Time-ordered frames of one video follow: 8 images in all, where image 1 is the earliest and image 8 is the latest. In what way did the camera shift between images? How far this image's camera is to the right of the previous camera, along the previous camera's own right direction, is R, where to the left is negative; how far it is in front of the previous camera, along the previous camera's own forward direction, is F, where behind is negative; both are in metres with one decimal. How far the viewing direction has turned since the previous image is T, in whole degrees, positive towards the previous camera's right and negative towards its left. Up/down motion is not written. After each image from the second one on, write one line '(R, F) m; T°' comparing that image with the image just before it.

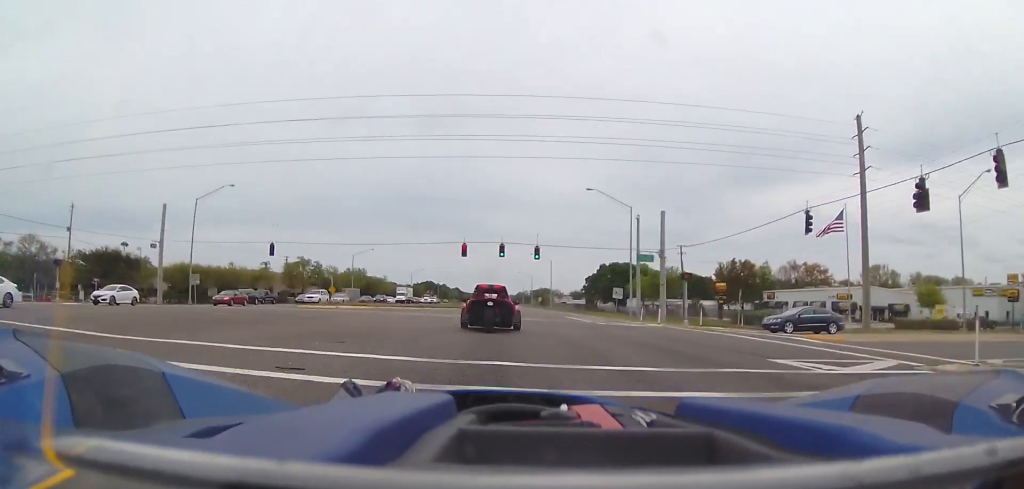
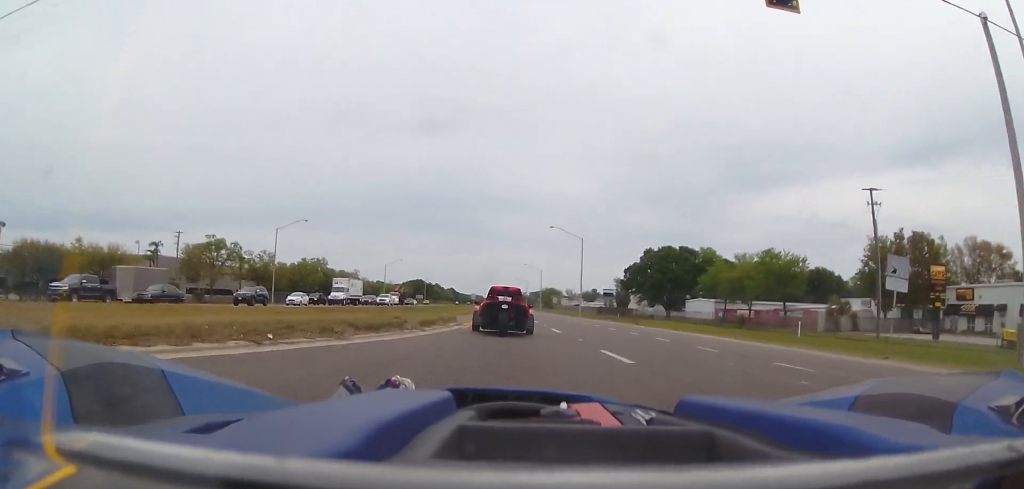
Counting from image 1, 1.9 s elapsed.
(0.0, +52.1) m; 0°
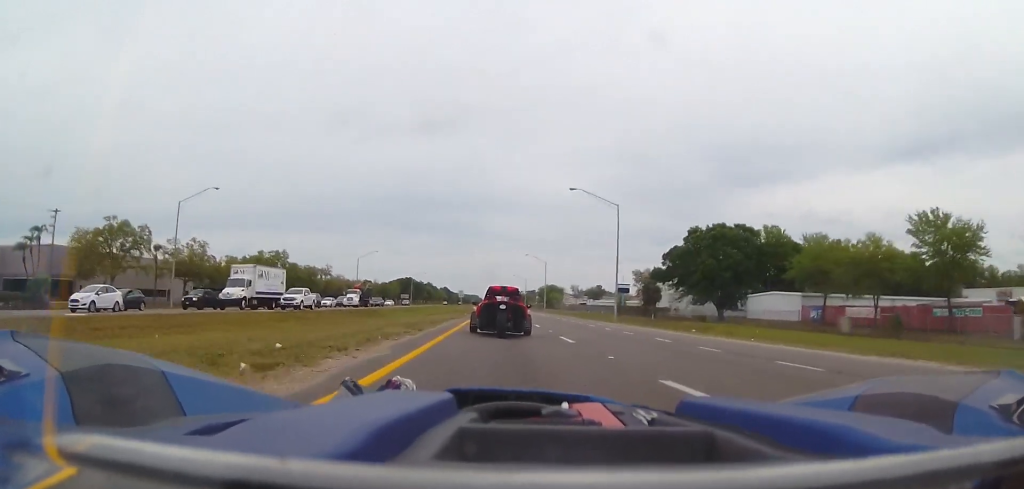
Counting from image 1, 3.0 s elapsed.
(0.0, +30.5) m; 0°
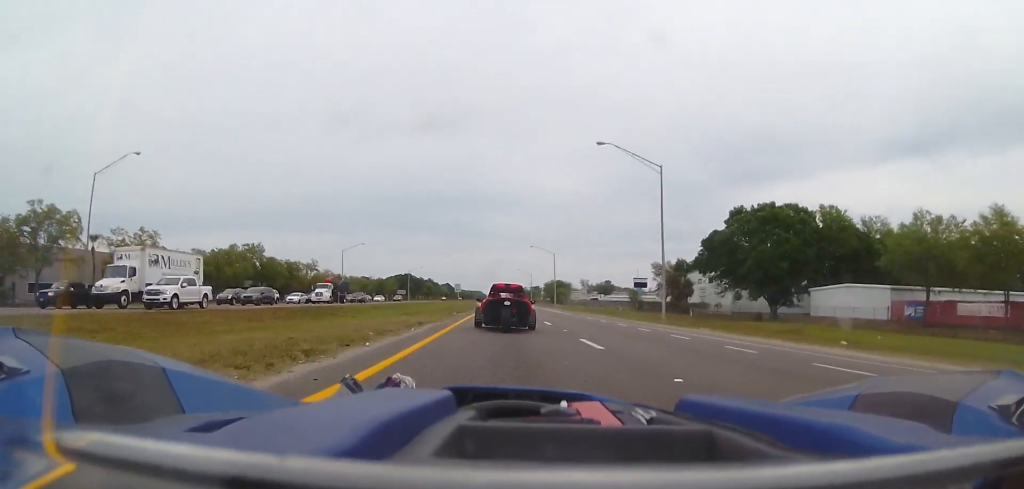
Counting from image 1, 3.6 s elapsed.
(0.0, +16.6) m; 0°
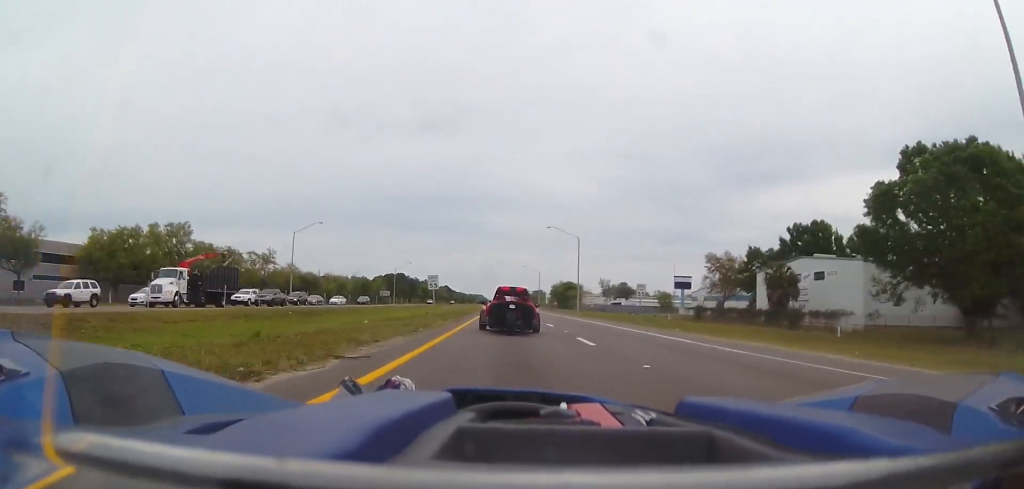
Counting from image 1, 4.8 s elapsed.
(0.0, +34.5) m; 0°
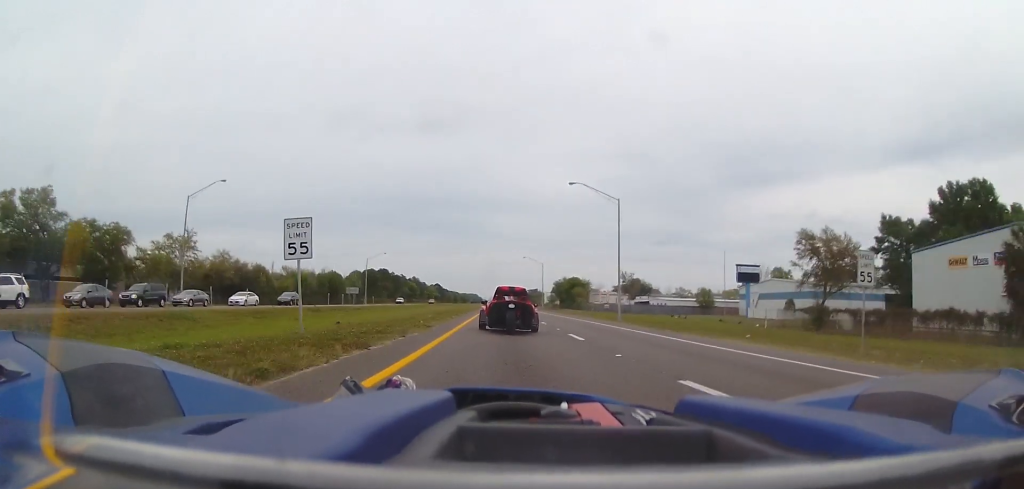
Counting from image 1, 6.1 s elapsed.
(0.0, +35.0) m; 0°
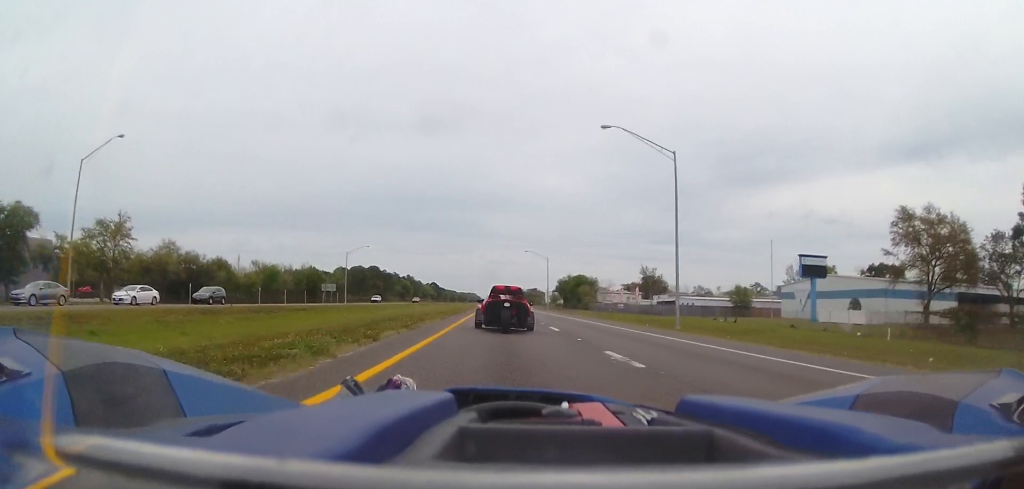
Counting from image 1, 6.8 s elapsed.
(0.0, +19.9) m; 0°
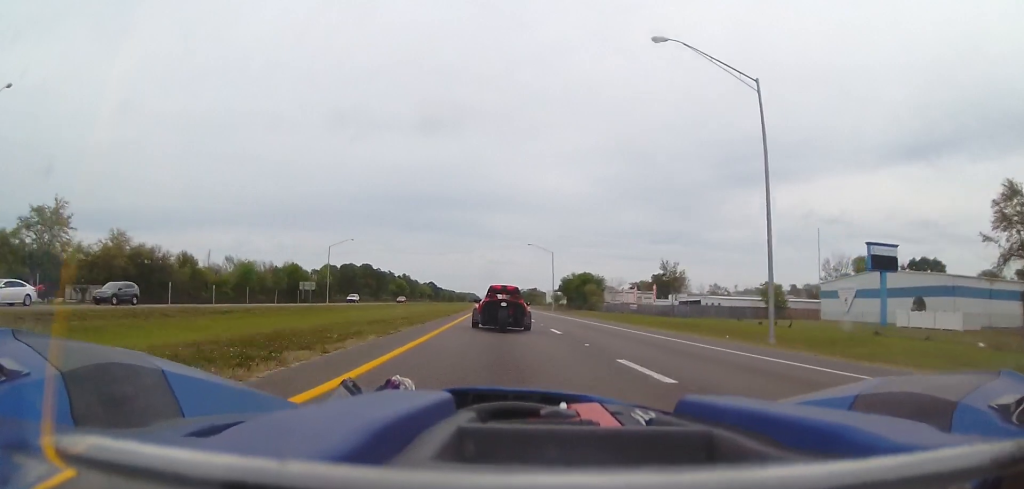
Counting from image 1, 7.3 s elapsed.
(-0.1, +14.2) m; 0°
